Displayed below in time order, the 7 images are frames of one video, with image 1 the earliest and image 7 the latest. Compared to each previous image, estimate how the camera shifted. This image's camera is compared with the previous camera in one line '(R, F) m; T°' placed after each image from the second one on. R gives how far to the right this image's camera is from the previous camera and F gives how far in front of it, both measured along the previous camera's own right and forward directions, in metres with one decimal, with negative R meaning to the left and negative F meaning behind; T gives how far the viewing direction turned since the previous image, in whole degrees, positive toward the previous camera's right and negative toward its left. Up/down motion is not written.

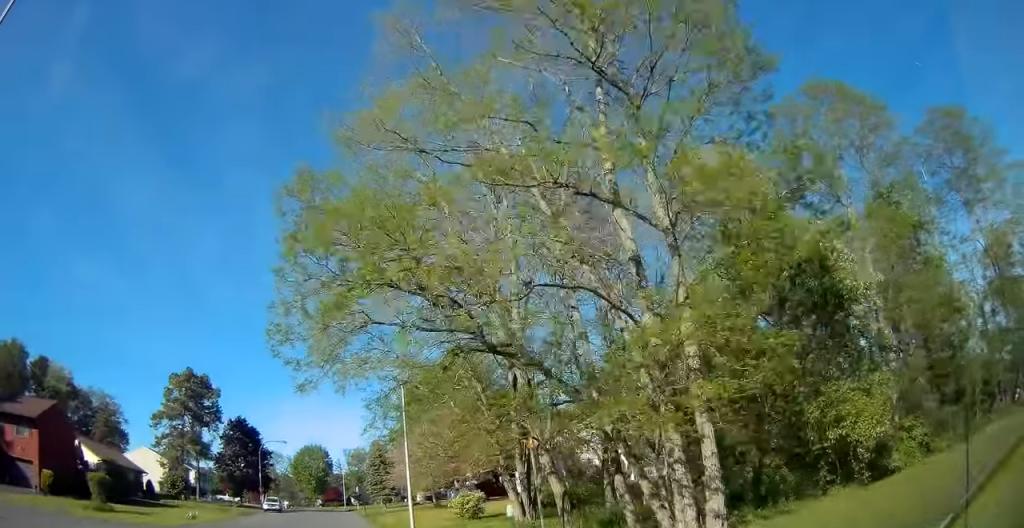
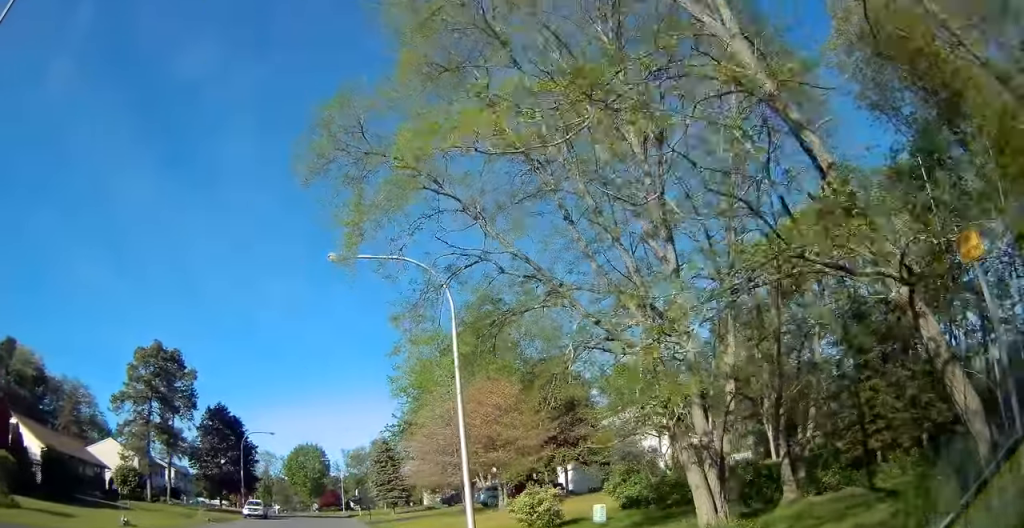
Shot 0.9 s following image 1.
(-0.3, +12.1) m; 0°
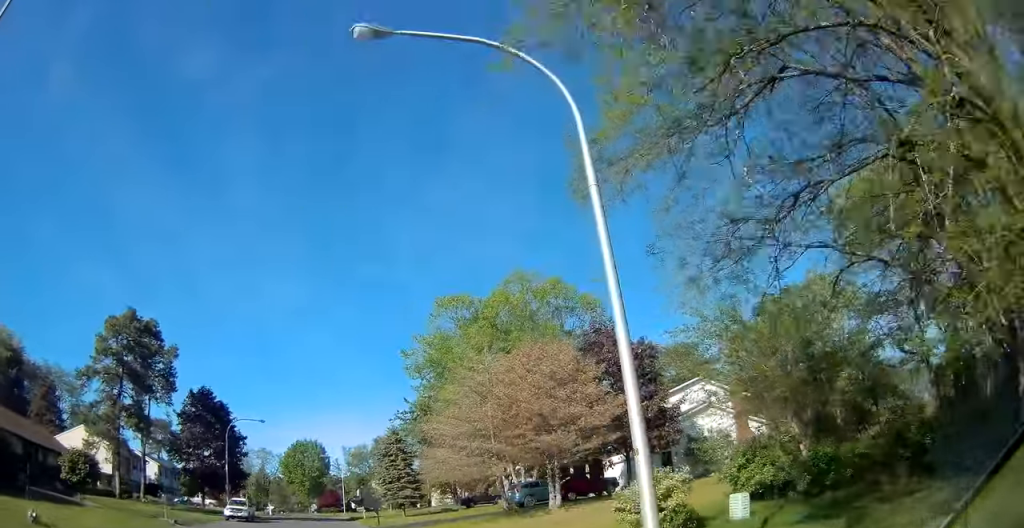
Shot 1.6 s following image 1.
(+0.2, +8.5) m; +2°
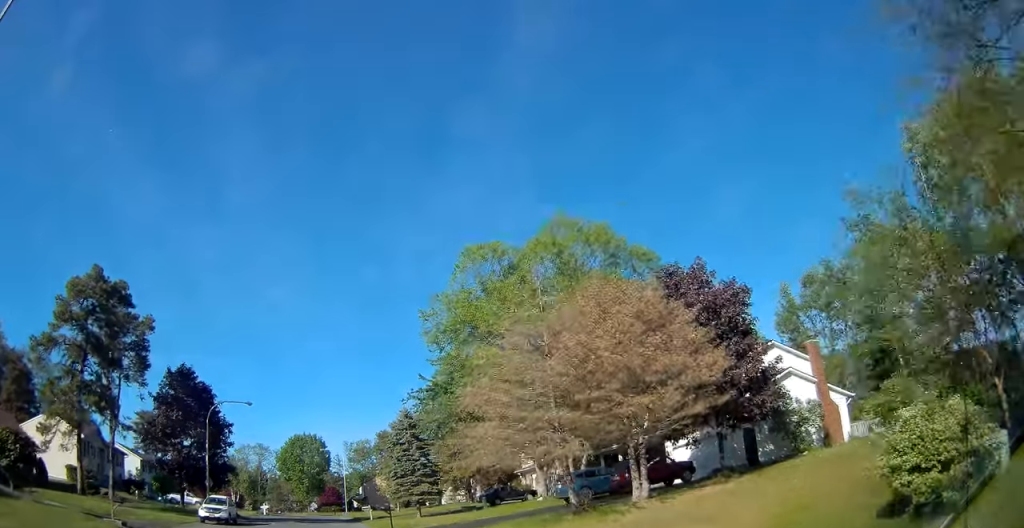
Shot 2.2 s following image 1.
(+0.1, +8.1) m; +1°
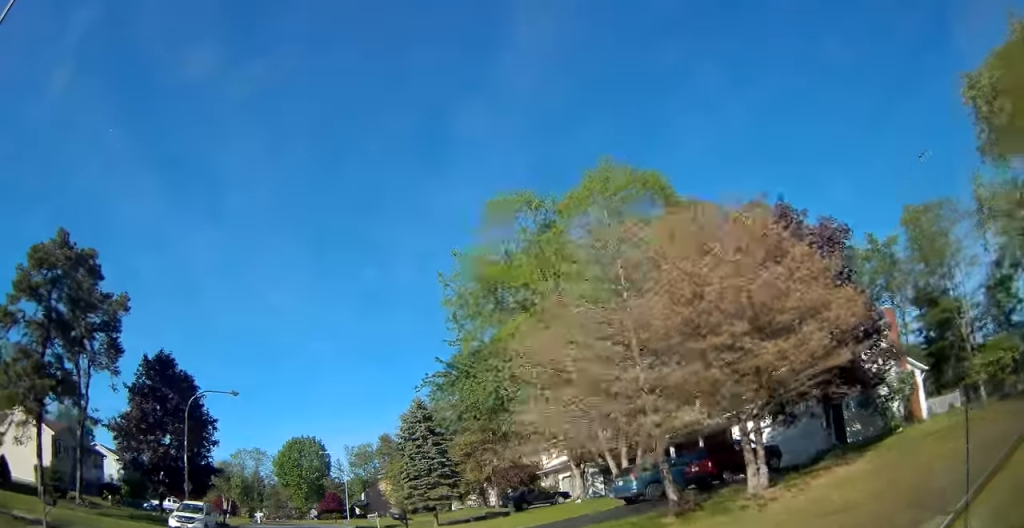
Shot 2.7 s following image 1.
(+0.1, +6.3) m; 0°
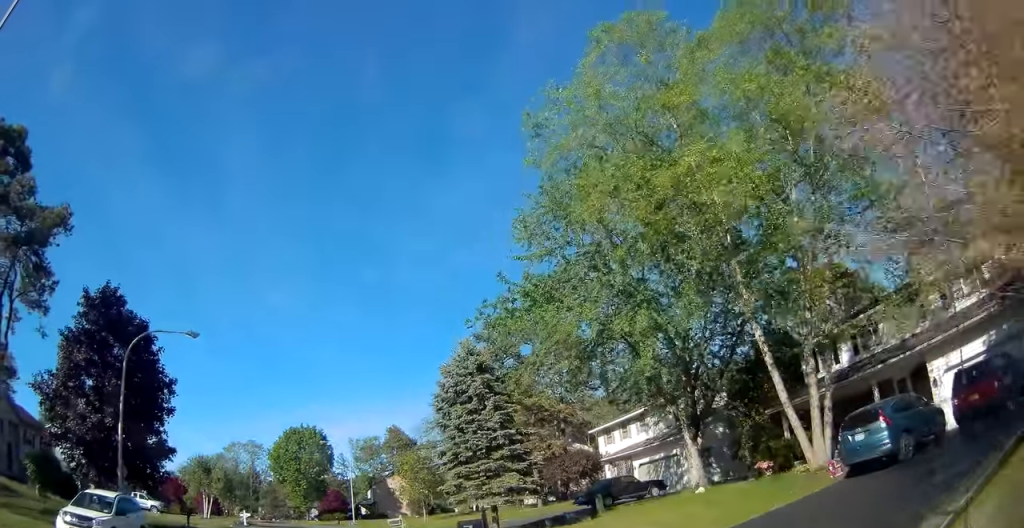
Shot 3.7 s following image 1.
(-0.1, +12.3) m; -2°
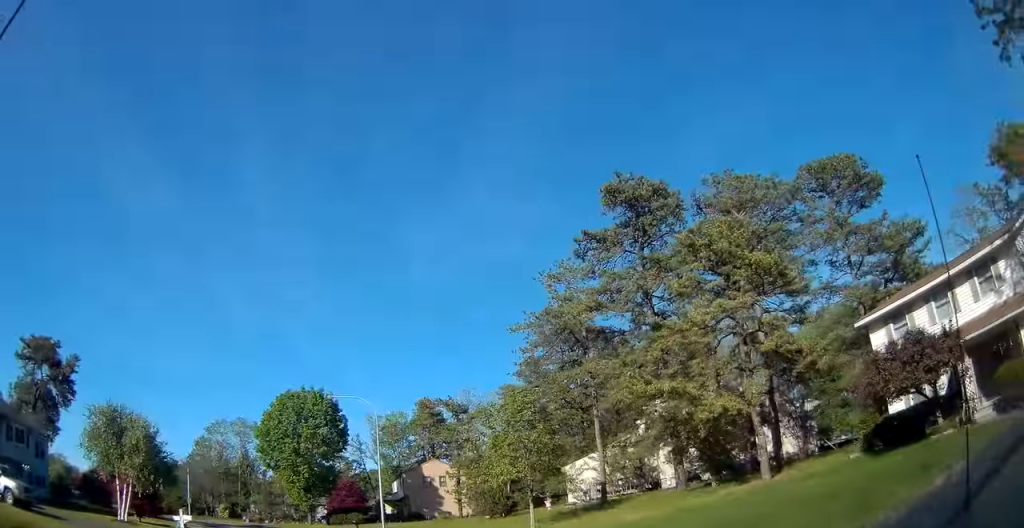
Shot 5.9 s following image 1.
(-0.7, +26.8) m; -1°
